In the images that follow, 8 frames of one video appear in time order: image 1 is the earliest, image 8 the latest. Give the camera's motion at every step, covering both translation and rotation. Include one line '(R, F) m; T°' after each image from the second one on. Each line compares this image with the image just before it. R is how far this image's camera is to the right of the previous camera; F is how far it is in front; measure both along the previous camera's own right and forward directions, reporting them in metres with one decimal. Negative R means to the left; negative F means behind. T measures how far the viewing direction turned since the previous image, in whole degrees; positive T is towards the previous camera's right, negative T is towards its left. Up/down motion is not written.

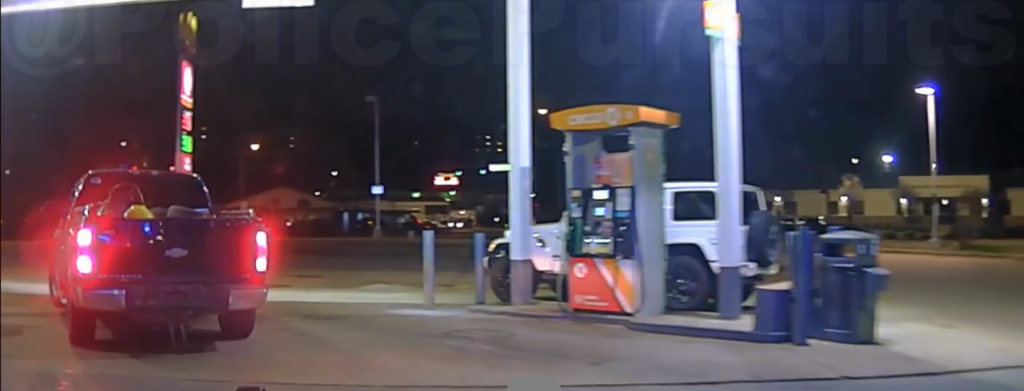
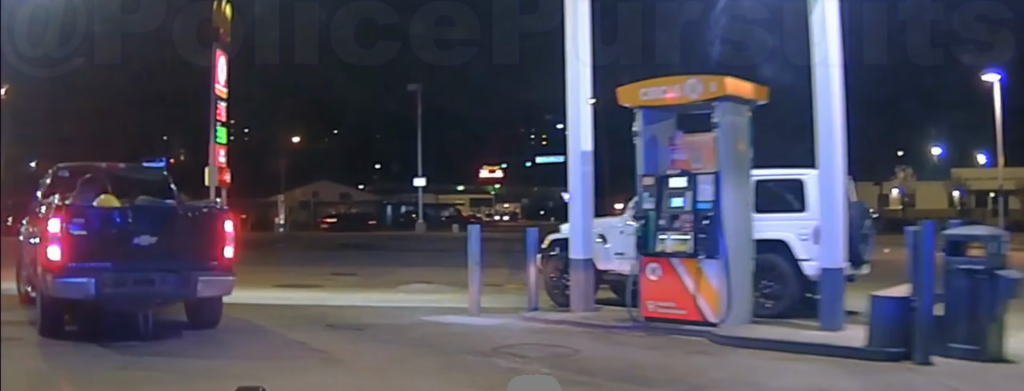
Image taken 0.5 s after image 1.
(-0.2, +1.7) m; -7°
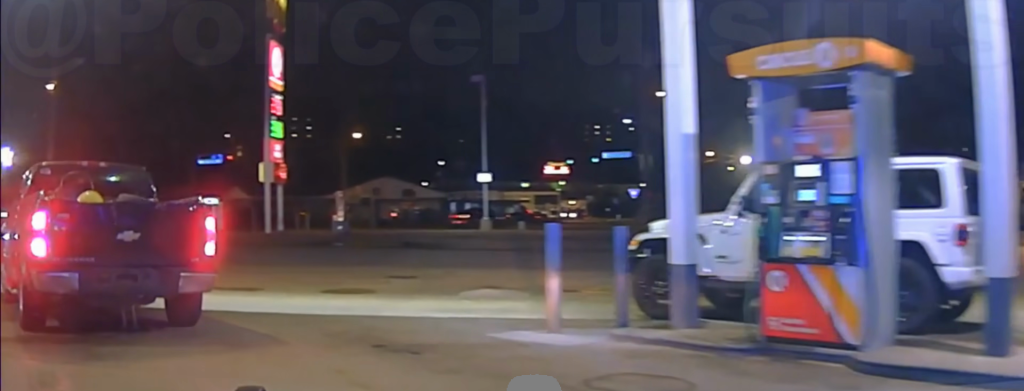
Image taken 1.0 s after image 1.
(0.0, +1.9) m; -7°
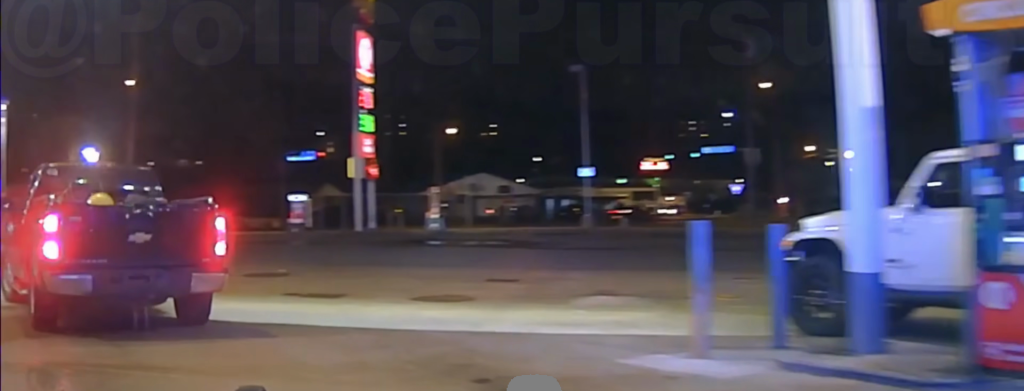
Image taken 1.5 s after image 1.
(-0.2, +1.8) m; -8°
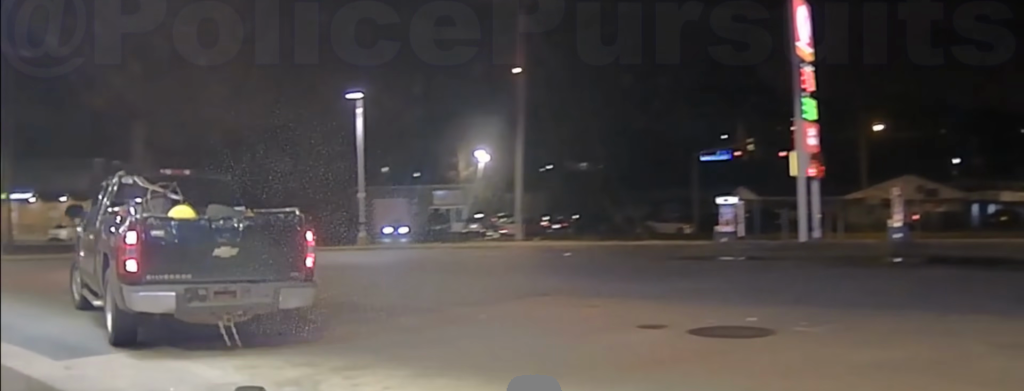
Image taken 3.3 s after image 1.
(-1.0, +5.2) m; -20°
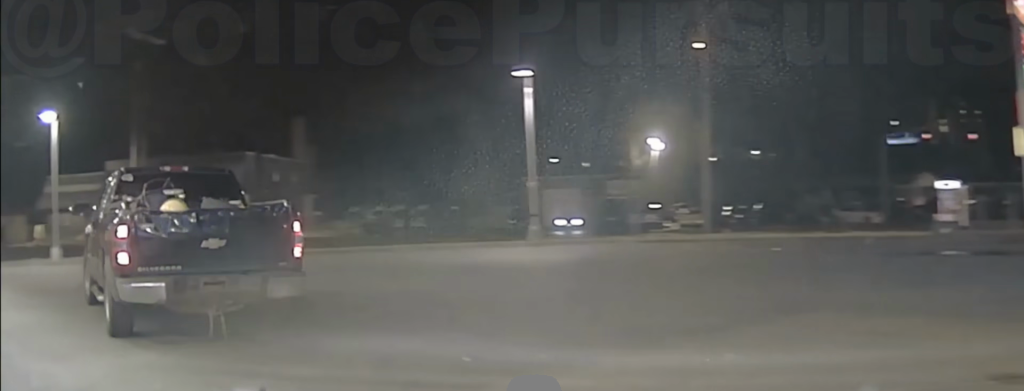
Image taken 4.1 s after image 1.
(-0.1, +2.6) m; -9°
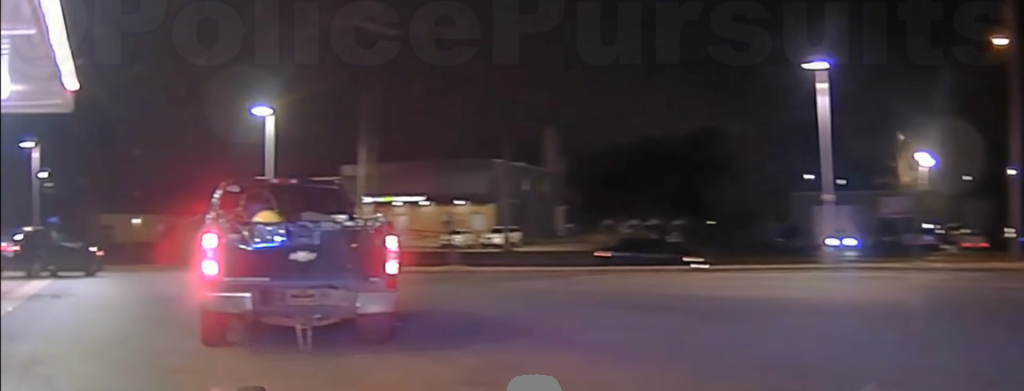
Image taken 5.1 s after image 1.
(-0.4, +4.5) m; -13°
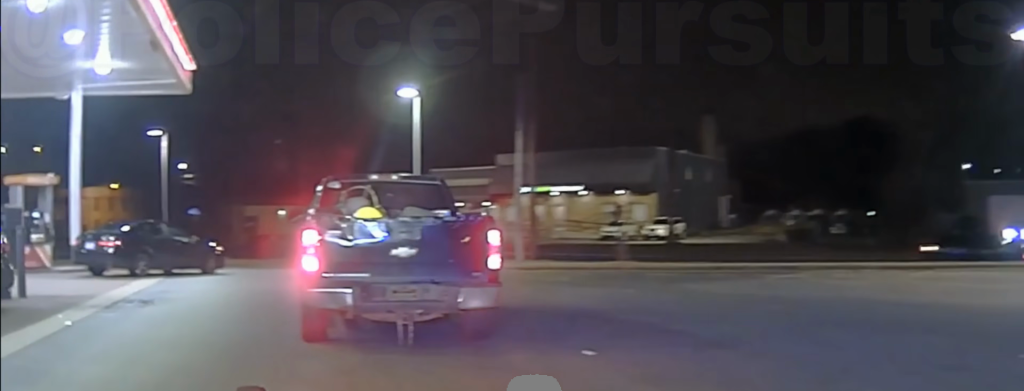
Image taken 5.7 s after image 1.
(-0.3, +3.5) m; -9°
